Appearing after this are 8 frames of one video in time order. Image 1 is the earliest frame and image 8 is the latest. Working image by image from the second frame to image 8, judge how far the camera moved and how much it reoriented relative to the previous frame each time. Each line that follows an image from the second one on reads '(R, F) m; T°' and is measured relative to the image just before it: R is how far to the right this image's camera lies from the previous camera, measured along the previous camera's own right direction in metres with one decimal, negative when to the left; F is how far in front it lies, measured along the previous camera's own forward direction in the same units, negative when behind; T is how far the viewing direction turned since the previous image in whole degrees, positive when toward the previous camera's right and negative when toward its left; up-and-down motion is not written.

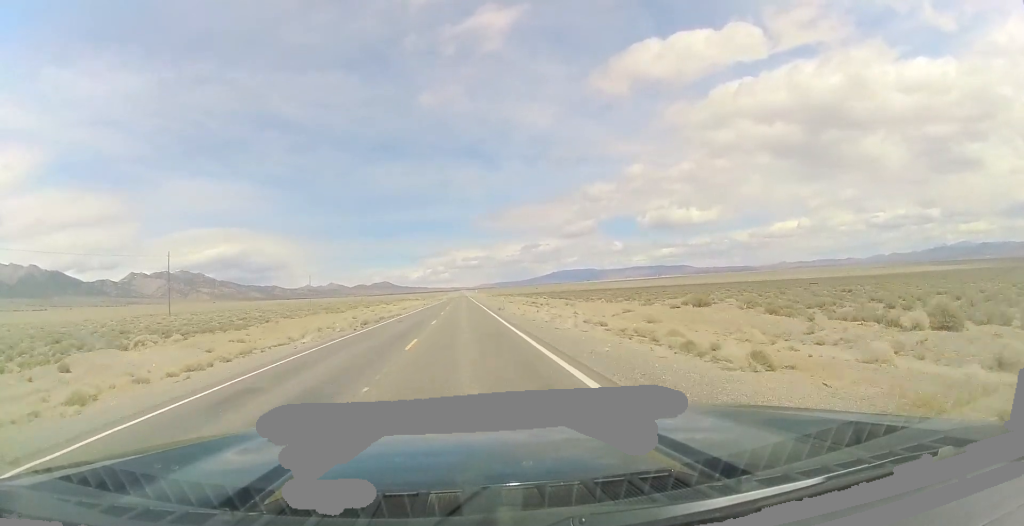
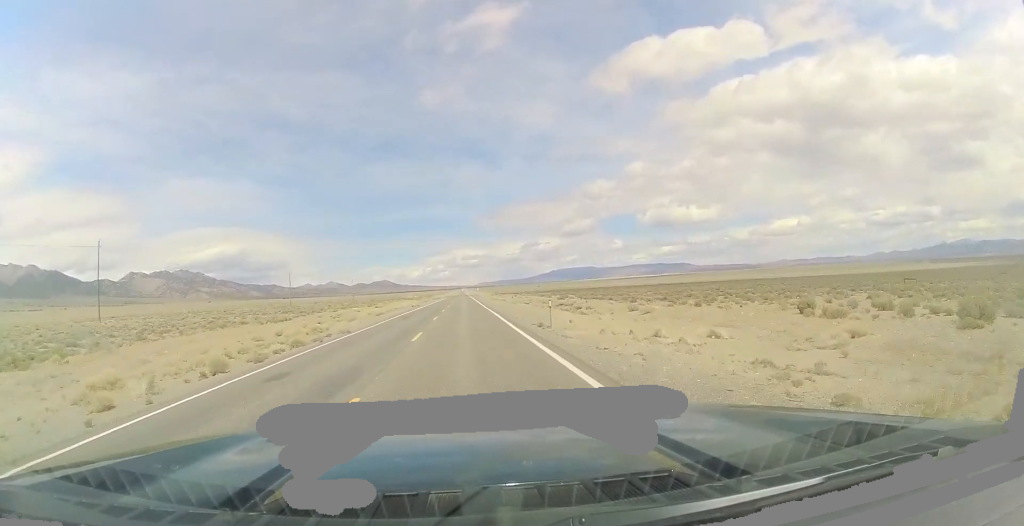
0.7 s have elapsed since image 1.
(+0.1, +24.8) m; +1°
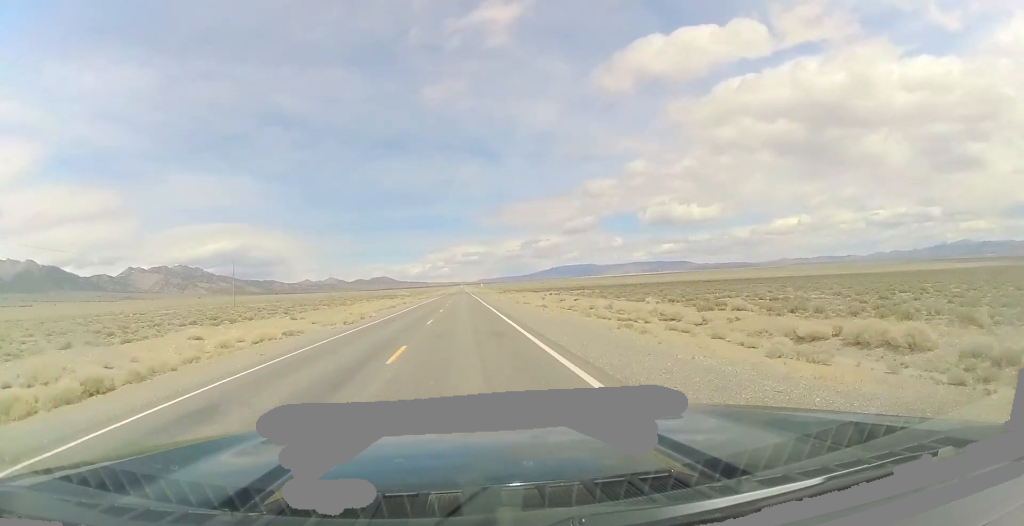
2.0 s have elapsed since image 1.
(+0.5, +47.3) m; -1°
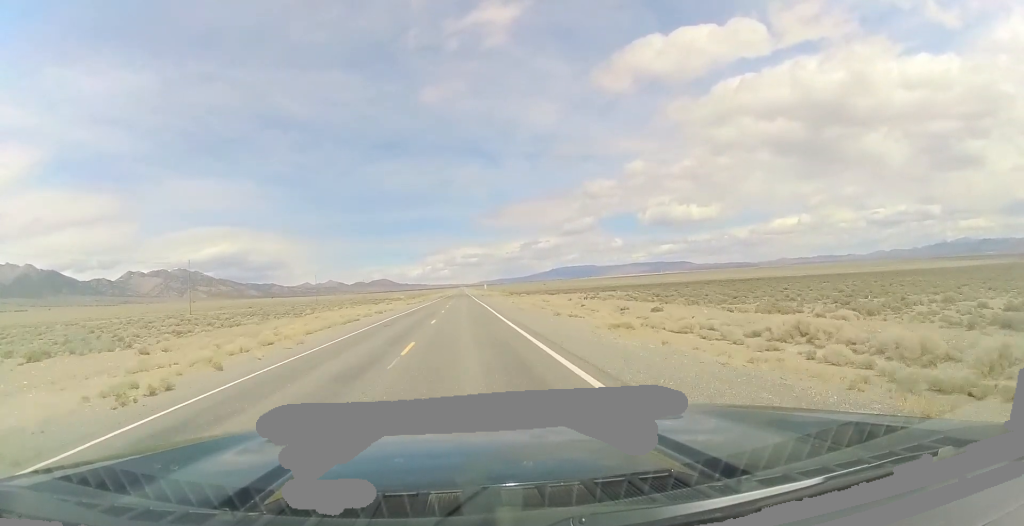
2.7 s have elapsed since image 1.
(-0.7, +24.9) m; -1°
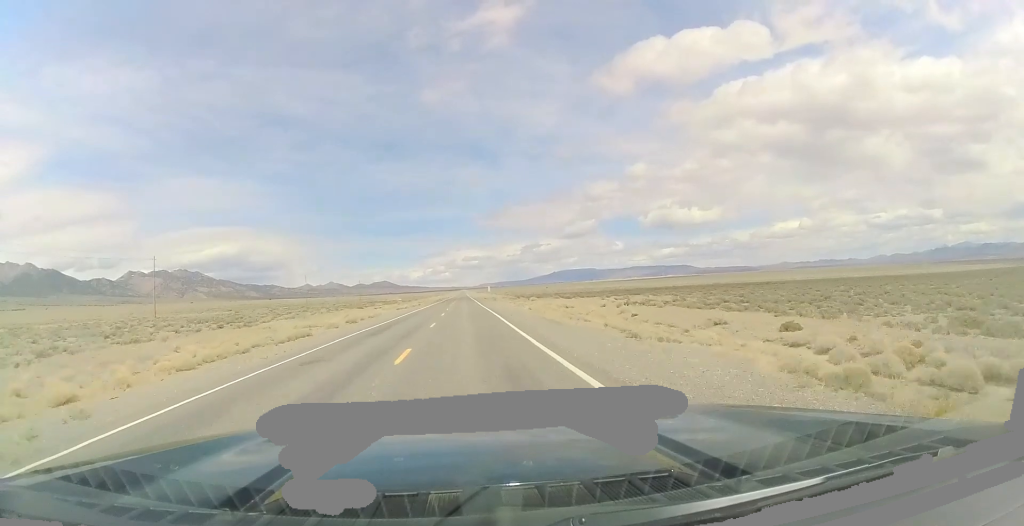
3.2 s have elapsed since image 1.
(-0.1, +15.4) m; 0°
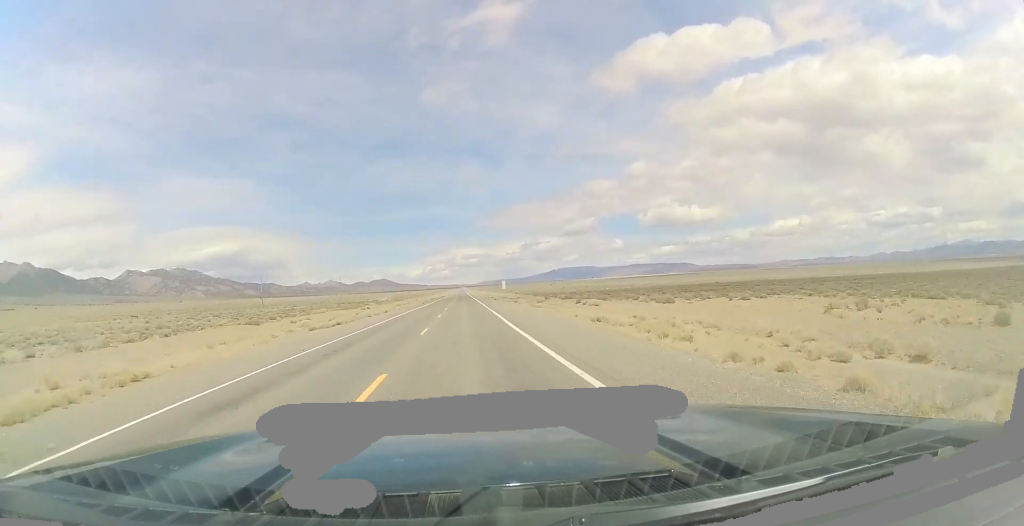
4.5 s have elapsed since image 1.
(+0.4, +46.2) m; +1°
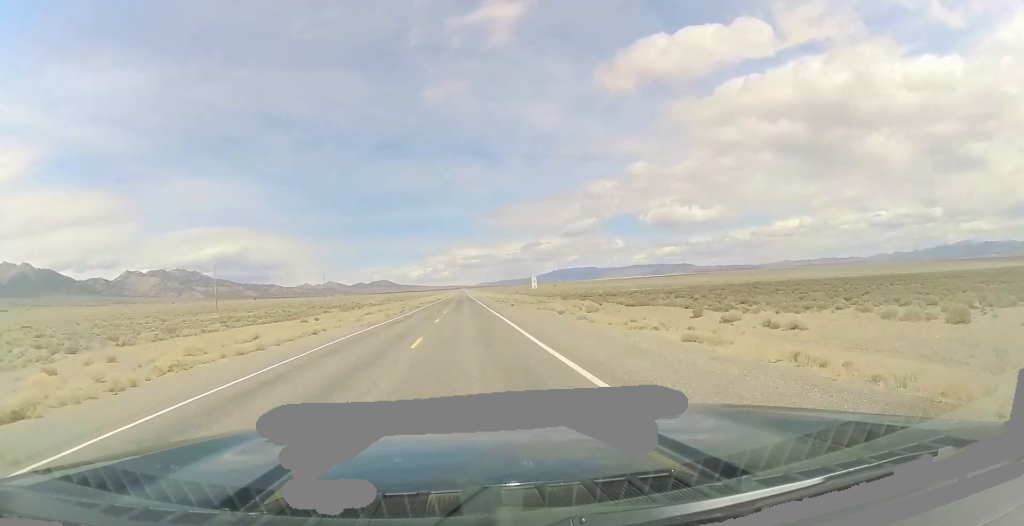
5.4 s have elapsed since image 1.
(+0.3, +31.9) m; +1°
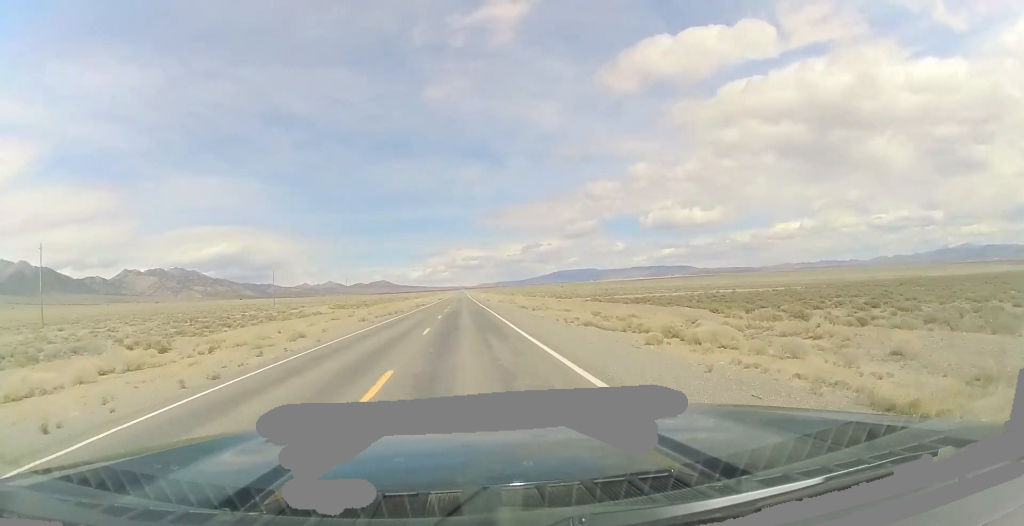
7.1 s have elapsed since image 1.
(+0.7, +62.9) m; 0°
